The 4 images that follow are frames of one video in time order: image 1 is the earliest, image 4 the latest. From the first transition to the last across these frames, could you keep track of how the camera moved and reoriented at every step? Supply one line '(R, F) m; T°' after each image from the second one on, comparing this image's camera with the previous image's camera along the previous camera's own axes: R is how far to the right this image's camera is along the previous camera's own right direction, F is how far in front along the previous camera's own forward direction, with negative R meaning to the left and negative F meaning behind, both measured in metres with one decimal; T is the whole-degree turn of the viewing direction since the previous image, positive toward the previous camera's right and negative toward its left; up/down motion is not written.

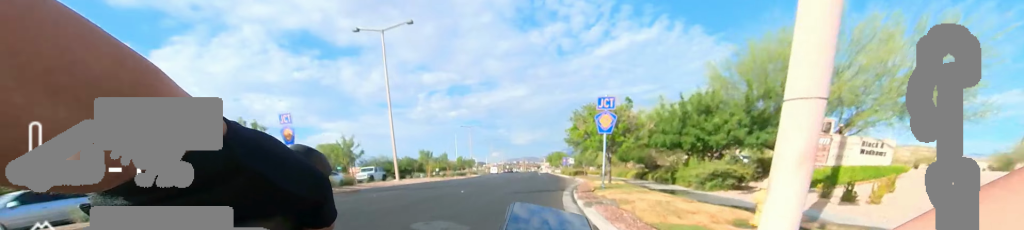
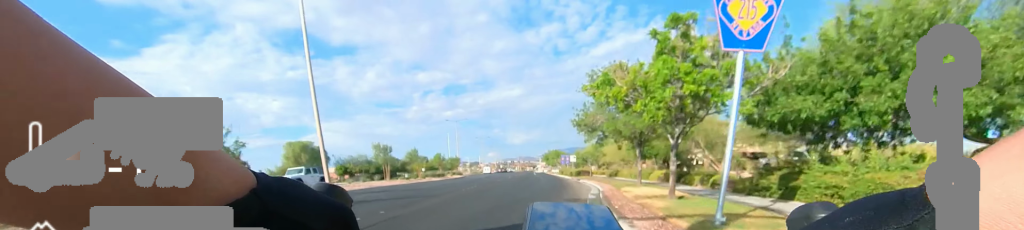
(-0.5, +9.2) m; -3°
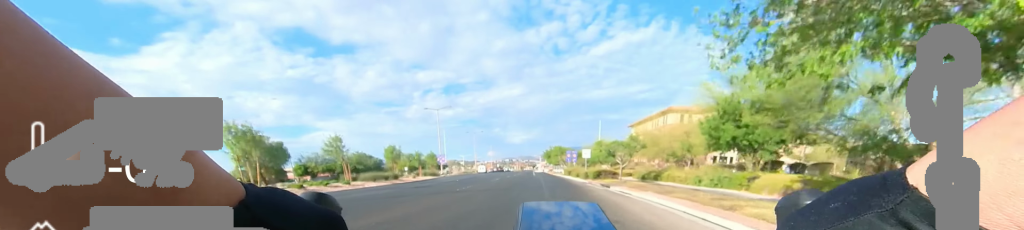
(0.0, +14.2) m; 0°
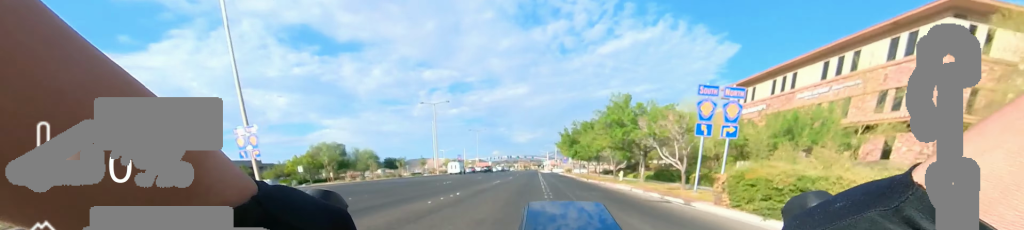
(+2.2, +45.9) m; +4°
